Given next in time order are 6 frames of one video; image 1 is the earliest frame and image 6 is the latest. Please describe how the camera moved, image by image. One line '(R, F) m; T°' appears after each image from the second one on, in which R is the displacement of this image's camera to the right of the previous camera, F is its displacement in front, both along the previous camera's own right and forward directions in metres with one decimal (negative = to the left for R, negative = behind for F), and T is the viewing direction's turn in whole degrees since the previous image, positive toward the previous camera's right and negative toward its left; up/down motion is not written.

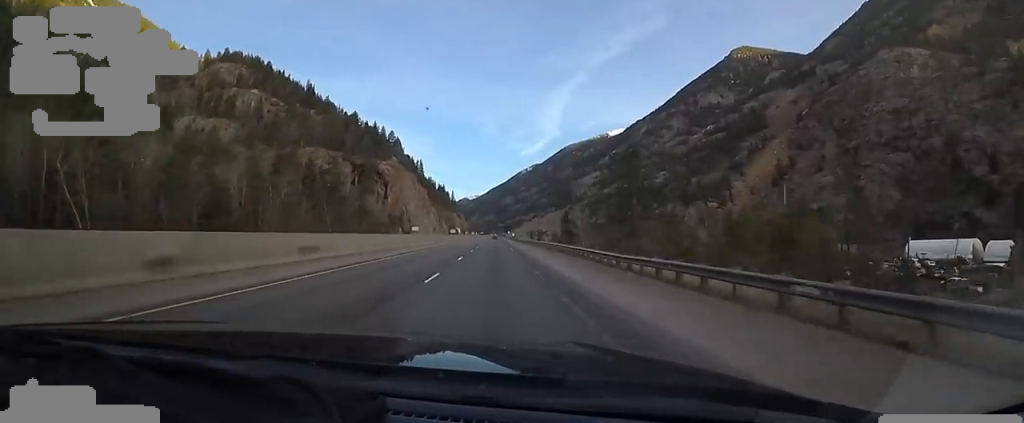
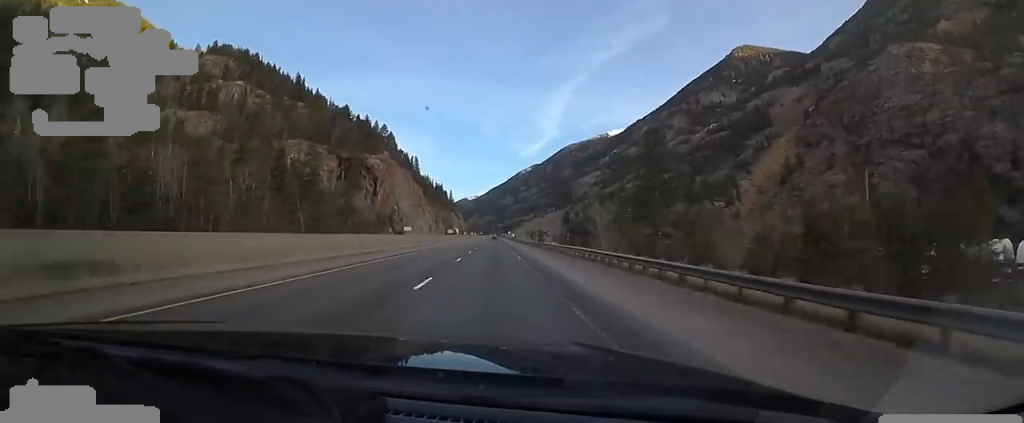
(0.0, +13.4) m; 0°
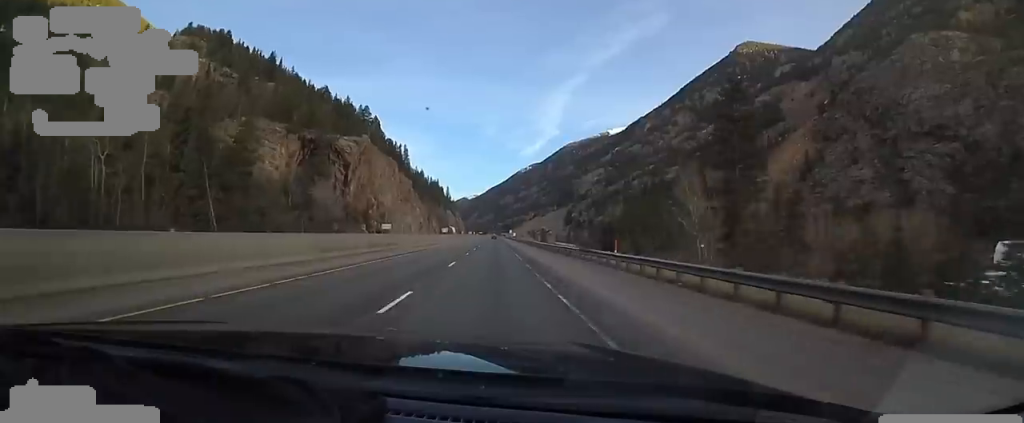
(+0.1, +27.8) m; 0°
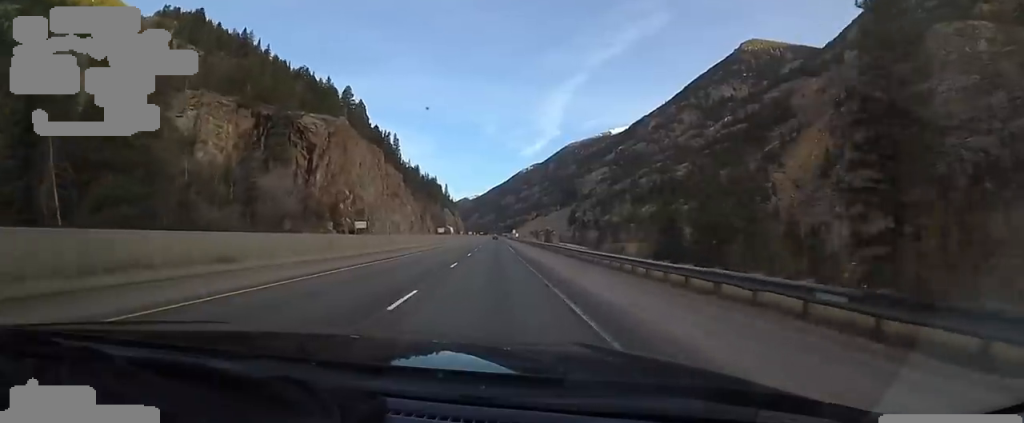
(+0.1, +23.6) m; 0°
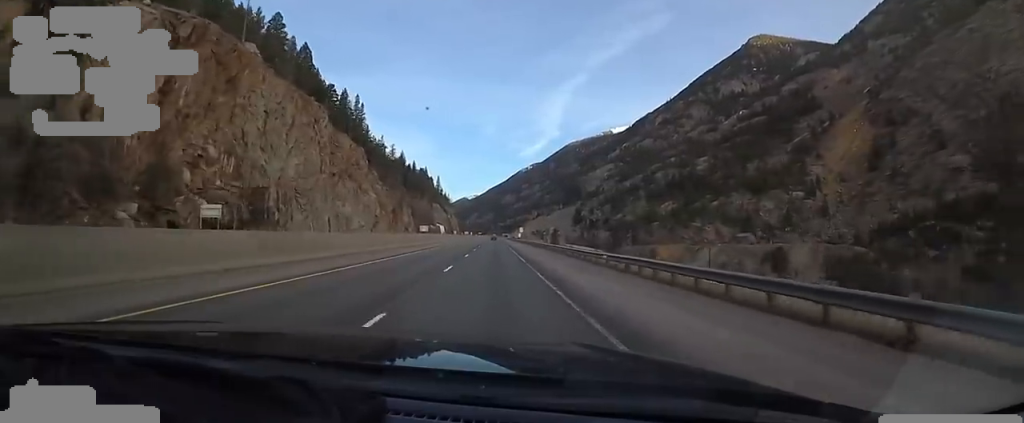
(-0.4, +51.7) m; 0°
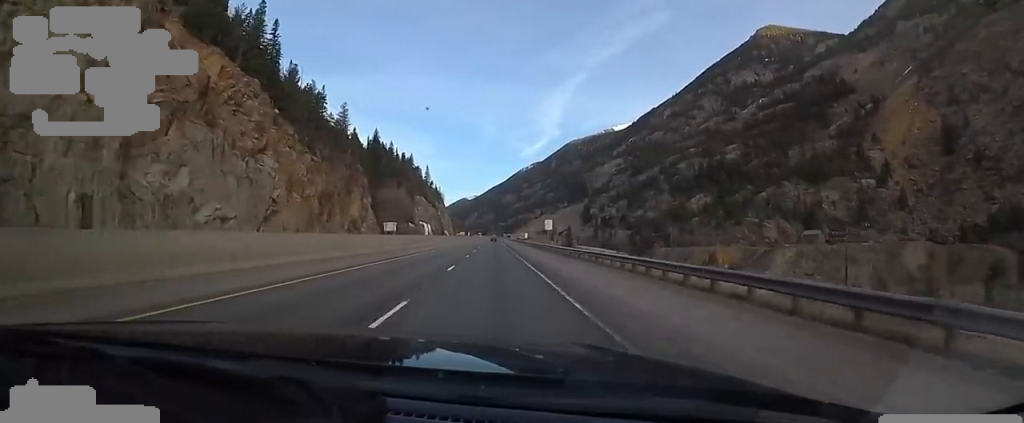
(0.0, +59.1) m; 0°
